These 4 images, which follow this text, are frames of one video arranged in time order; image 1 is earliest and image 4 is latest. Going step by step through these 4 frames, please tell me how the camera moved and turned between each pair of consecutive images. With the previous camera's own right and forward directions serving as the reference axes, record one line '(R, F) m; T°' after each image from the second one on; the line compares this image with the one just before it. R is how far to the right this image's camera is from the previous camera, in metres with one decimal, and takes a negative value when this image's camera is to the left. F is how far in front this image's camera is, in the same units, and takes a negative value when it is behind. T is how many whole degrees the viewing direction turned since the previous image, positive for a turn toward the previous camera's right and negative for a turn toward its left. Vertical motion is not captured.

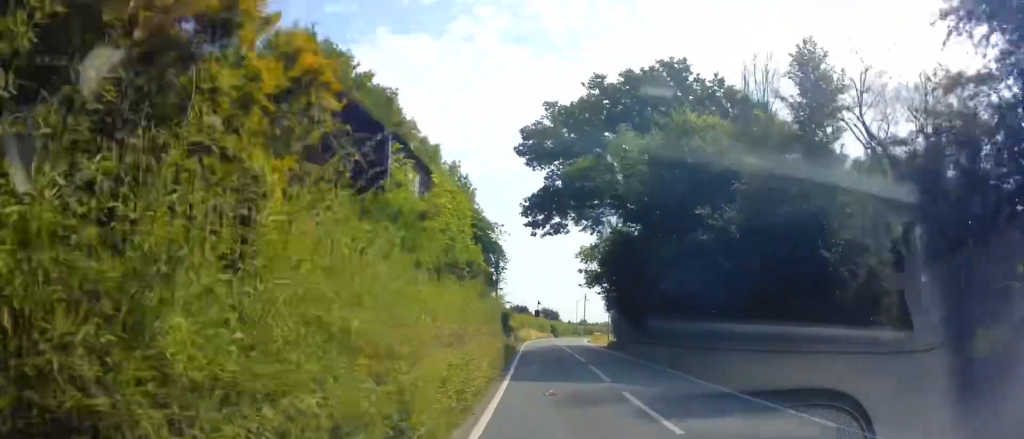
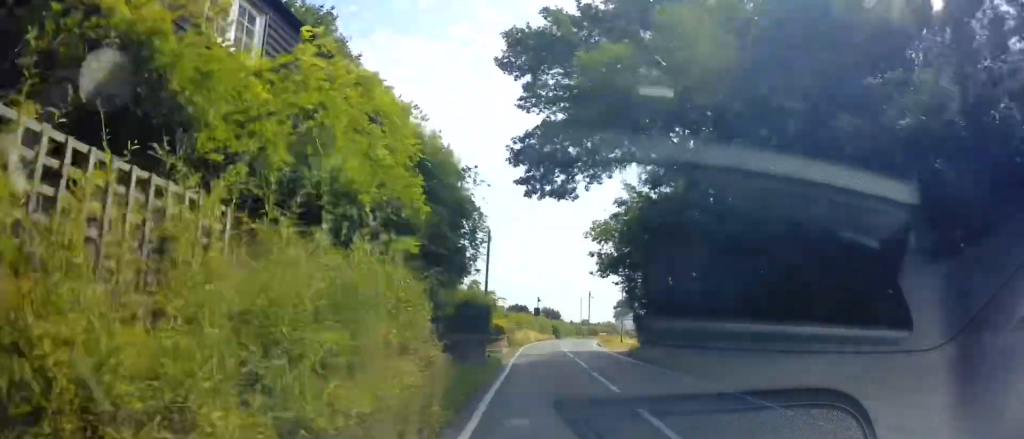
(+0.2, +8.2) m; 0°
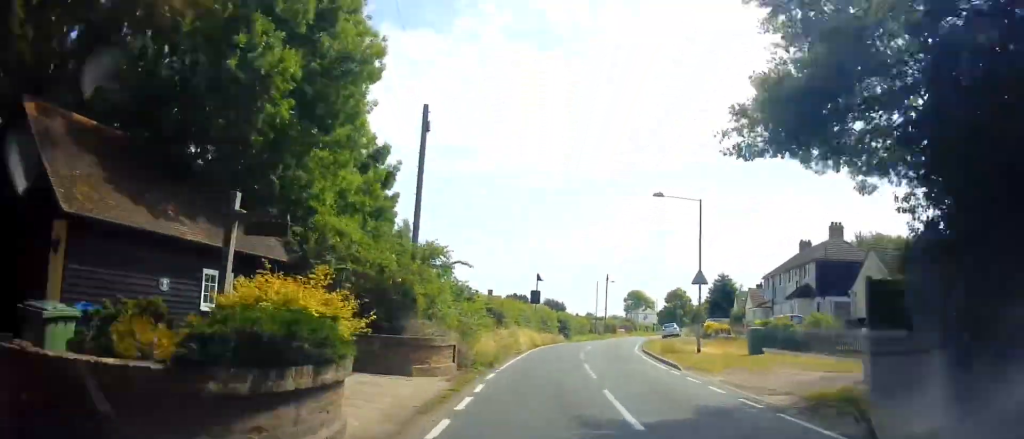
(-0.1, +21.1) m; -1°
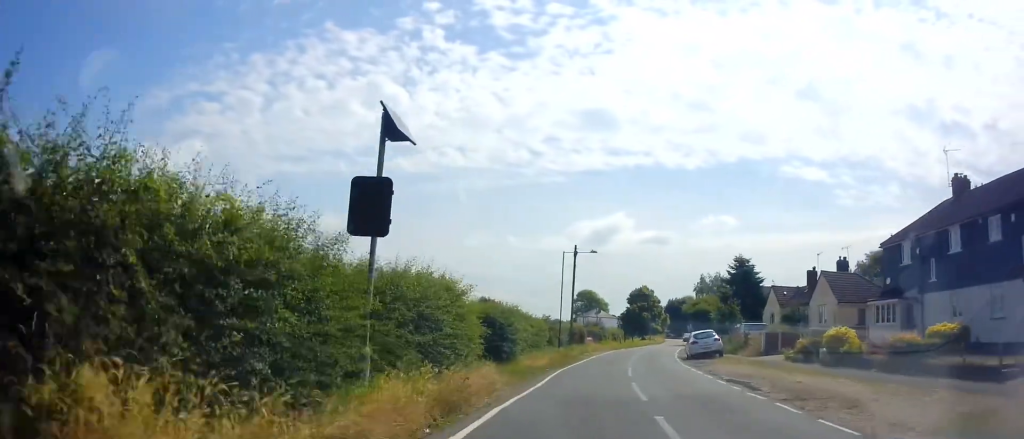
(+0.8, +27.7) m; +9°
